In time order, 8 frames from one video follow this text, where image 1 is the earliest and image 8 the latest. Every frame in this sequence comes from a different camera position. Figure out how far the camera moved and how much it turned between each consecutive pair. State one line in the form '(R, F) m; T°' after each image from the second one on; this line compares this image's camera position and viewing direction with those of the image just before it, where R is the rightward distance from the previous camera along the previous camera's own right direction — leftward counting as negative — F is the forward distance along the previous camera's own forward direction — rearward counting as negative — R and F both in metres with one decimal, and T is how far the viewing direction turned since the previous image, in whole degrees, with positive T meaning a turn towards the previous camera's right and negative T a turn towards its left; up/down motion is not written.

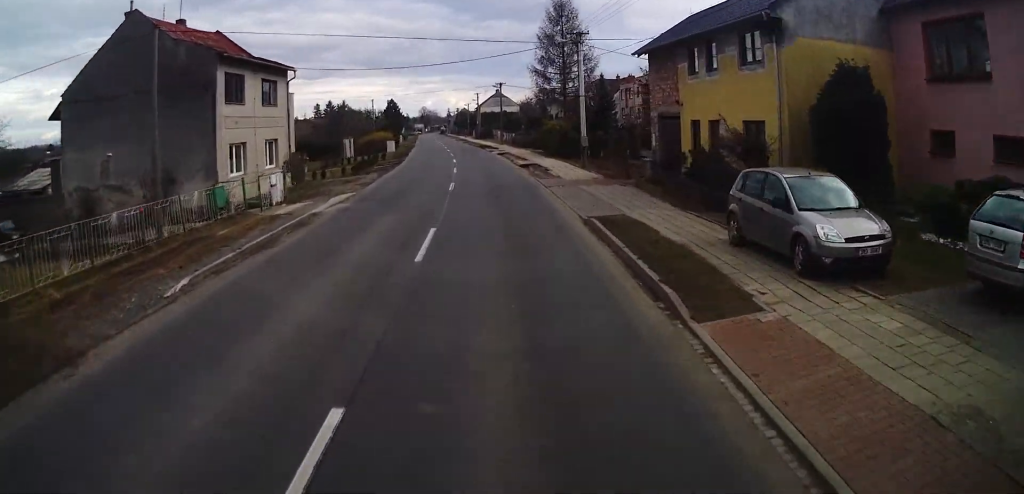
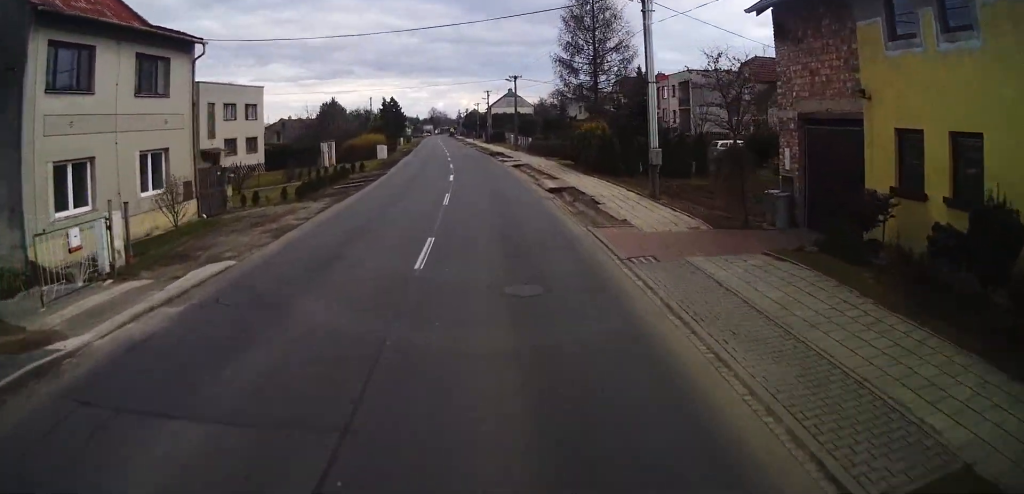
(0.0, +12.5) m; 0°
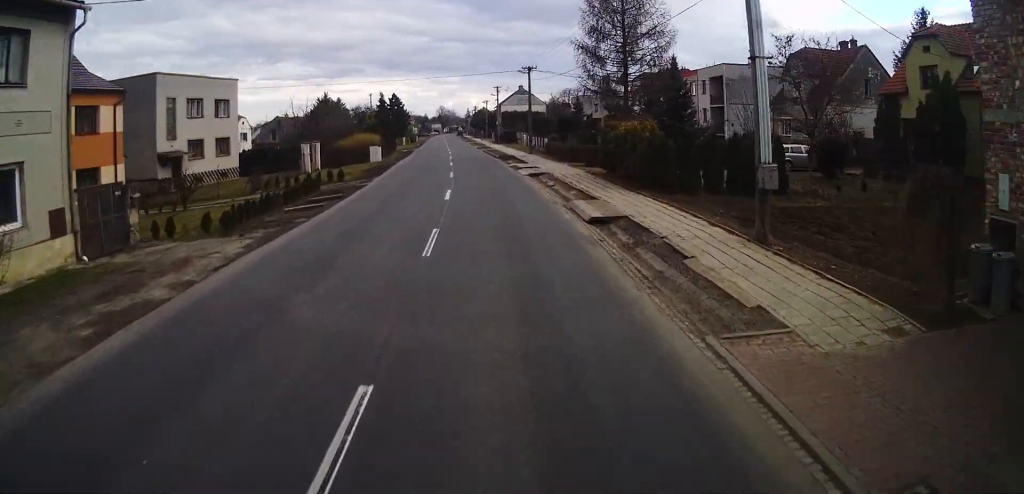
(+0.2, +8.0) m; -1°
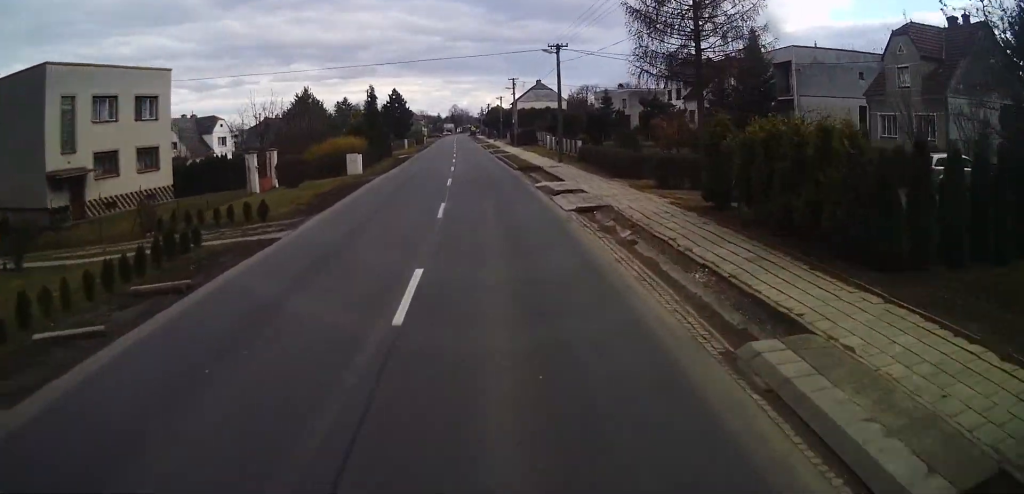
(-0.5, +12.9) m; -2°
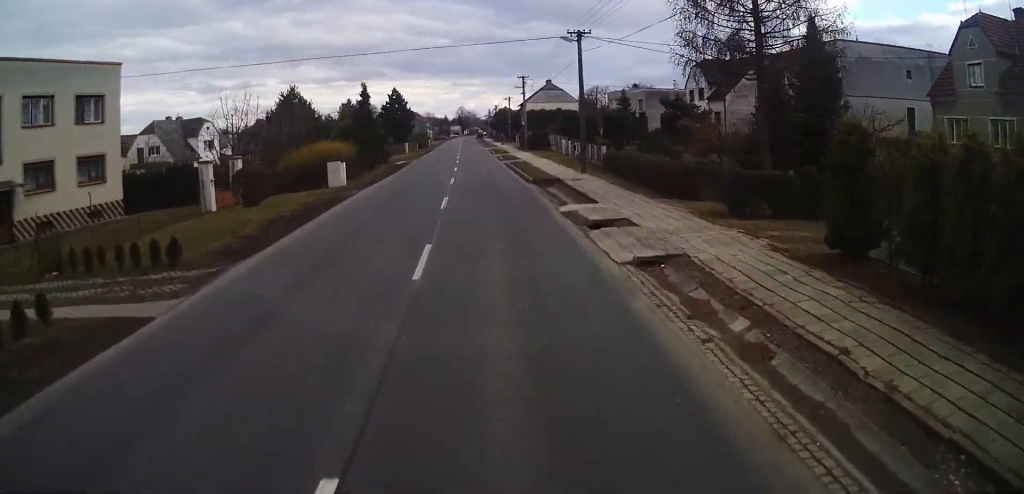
(0.0, +6.5) m; -1°
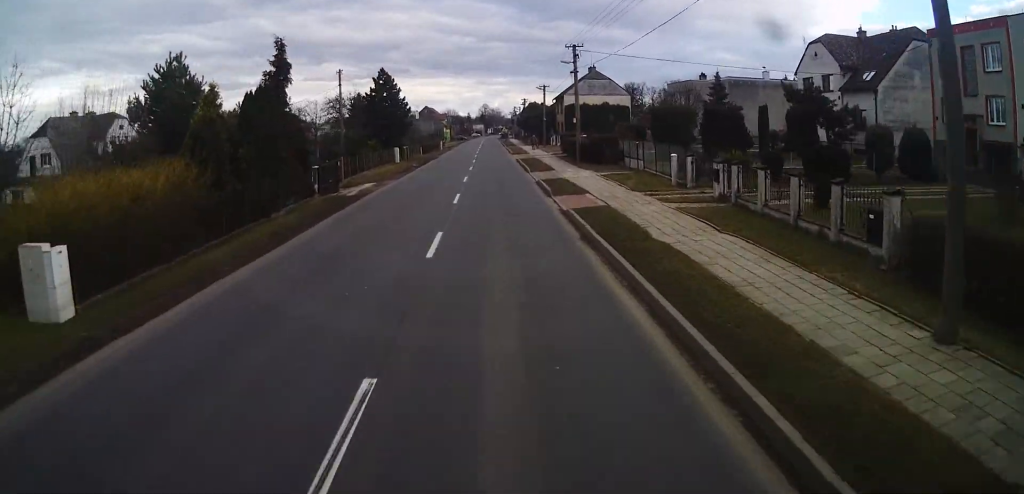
(-0.6, +25.2) m; -3°
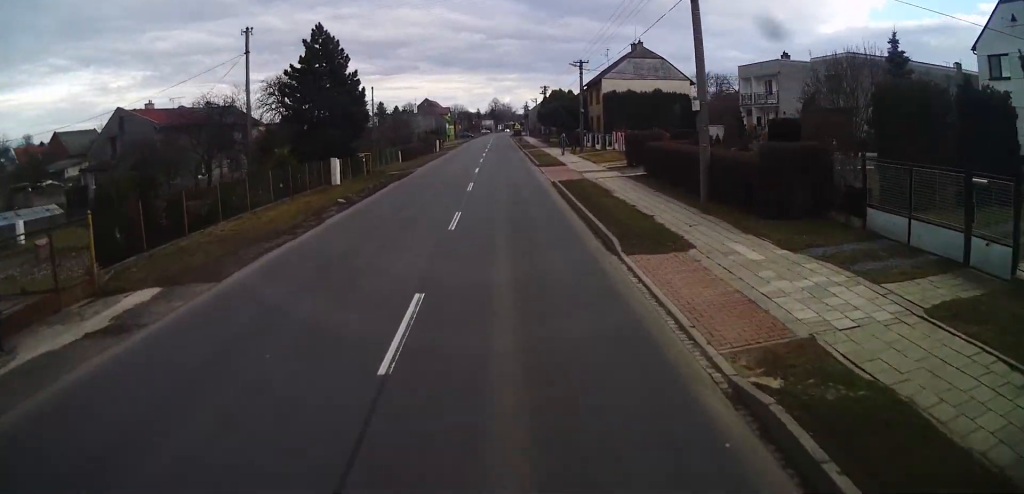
(0.0, +23.8) m; 0°
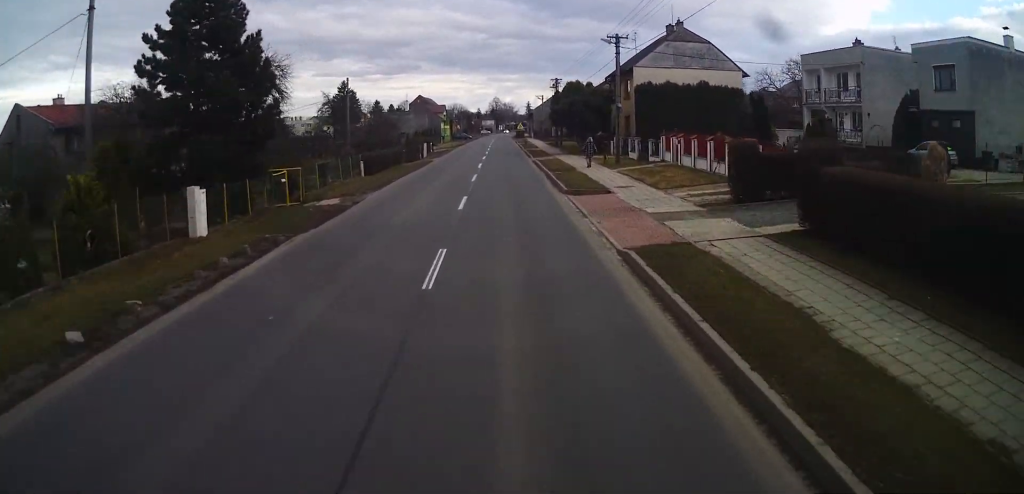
(0.0, +14.0) m; 0°
